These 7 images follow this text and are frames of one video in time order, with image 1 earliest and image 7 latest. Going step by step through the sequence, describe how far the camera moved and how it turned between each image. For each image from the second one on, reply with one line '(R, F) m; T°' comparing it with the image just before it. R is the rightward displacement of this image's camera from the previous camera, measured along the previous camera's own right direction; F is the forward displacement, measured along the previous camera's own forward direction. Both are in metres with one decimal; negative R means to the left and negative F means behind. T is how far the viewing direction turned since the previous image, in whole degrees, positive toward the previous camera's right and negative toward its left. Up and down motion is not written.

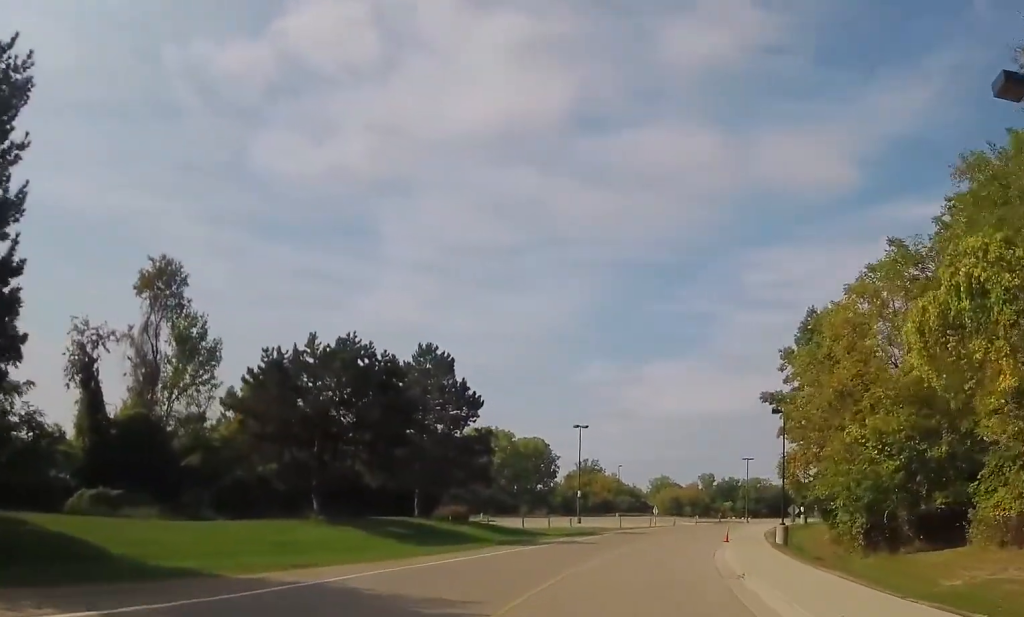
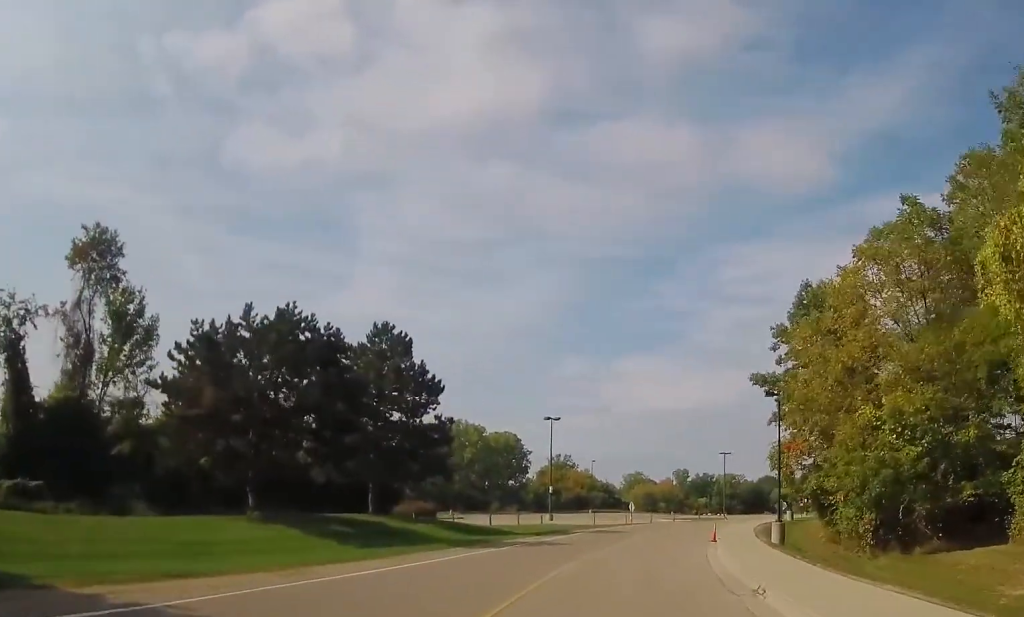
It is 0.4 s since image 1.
(+0.6, +4.9) m; +3°
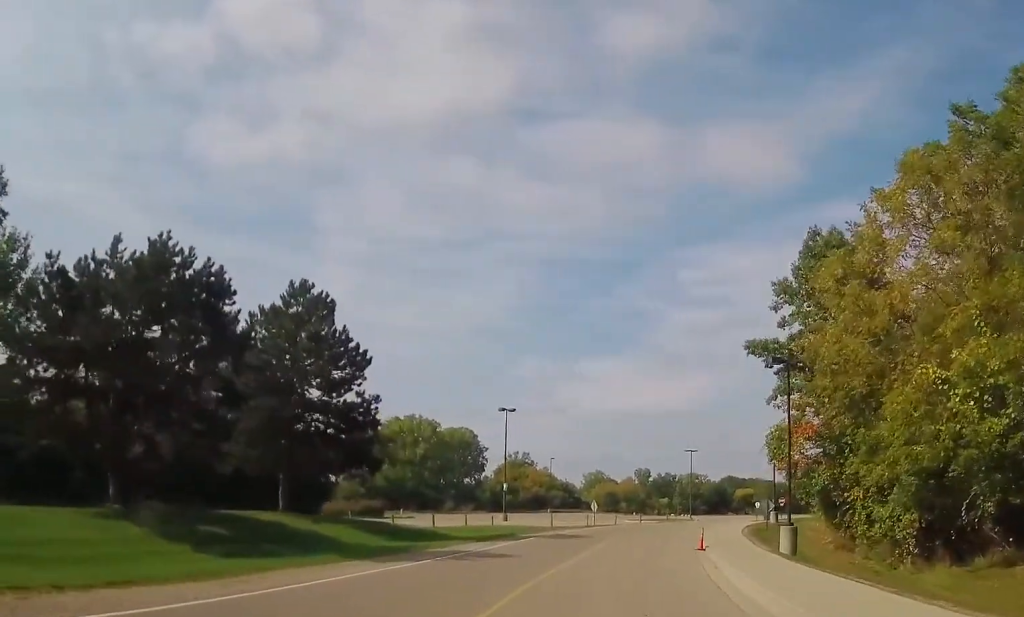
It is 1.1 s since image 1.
(+0.6, +8.5) m; +5°
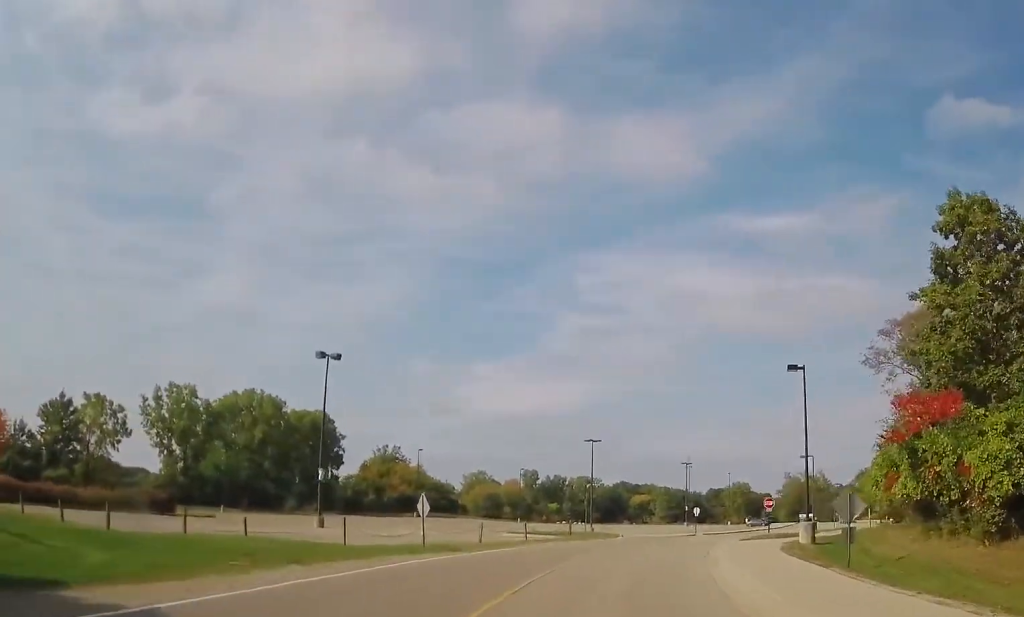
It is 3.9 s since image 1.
(+2.3, +32.8) m; +9°
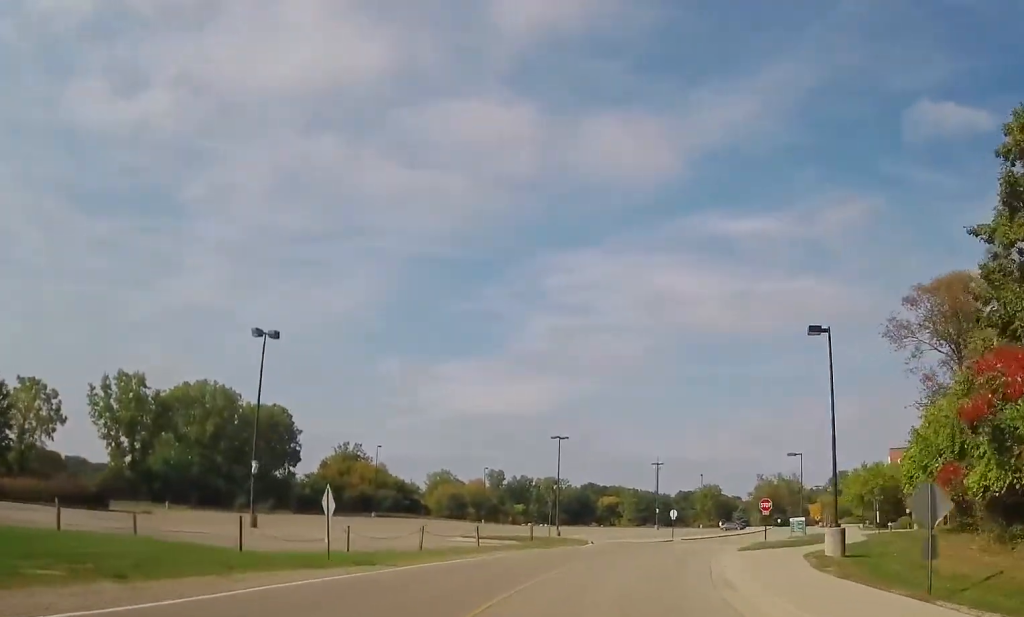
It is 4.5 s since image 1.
(+0.2, +6.8) m; +2°
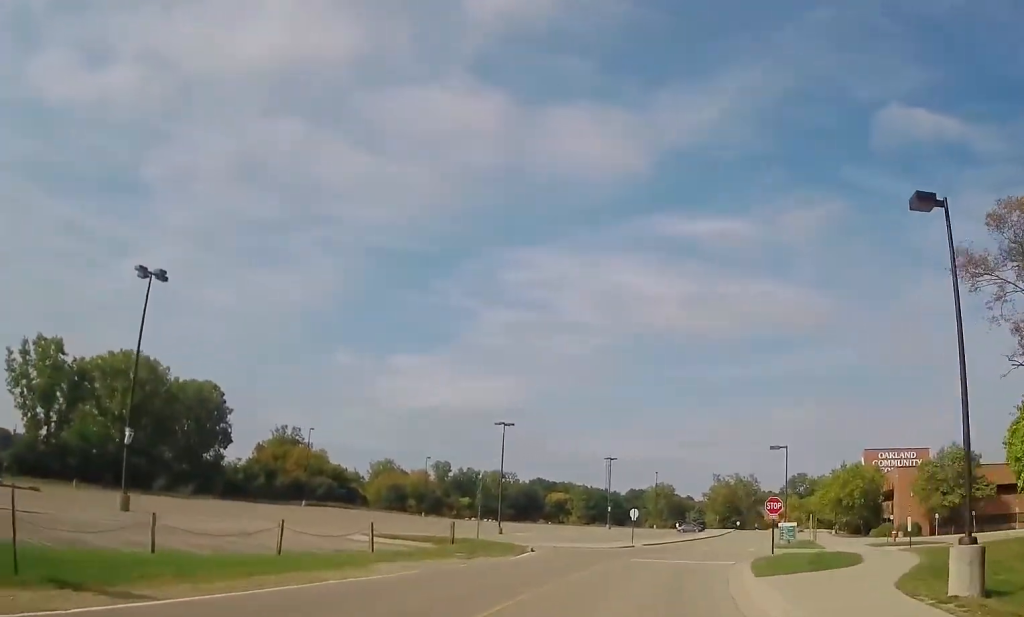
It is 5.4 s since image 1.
(+0.3, +10.4) m; +2°
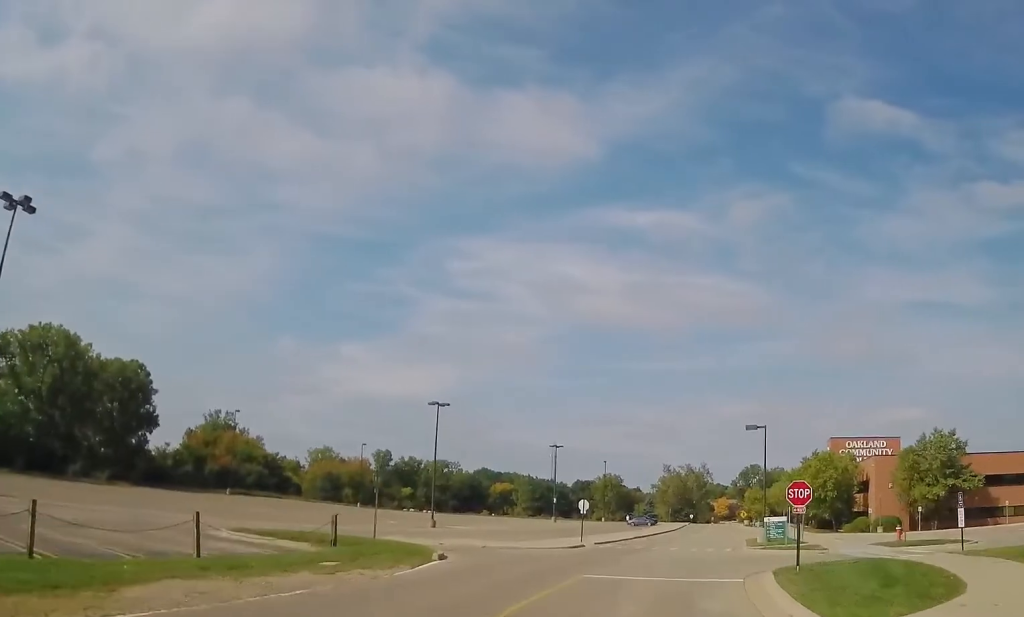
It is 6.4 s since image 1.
(+0.1, +9.1) m; +2°
